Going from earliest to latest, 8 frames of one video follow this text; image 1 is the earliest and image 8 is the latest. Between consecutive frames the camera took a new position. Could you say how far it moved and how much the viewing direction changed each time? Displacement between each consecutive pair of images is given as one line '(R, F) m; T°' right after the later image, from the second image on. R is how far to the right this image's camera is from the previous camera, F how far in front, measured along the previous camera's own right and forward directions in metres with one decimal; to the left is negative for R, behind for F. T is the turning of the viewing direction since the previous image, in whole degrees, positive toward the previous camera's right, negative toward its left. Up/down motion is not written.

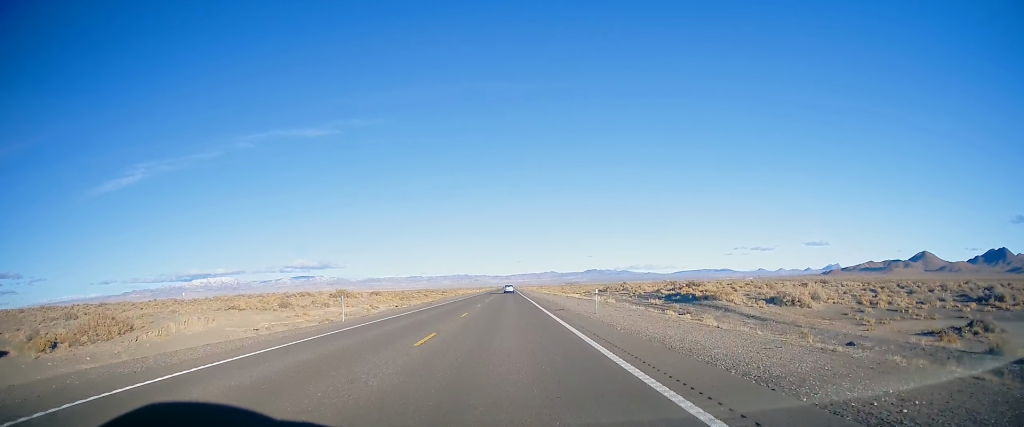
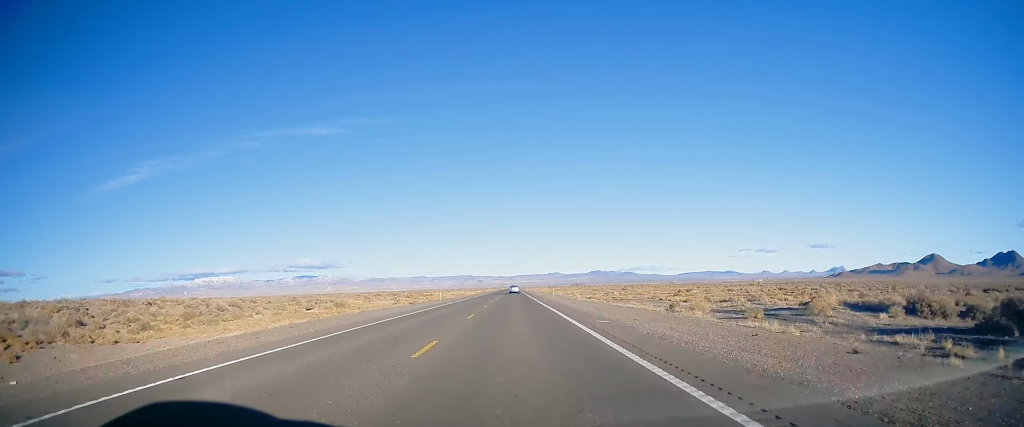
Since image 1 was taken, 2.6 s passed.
(-0.2, +86.7) m; -1°
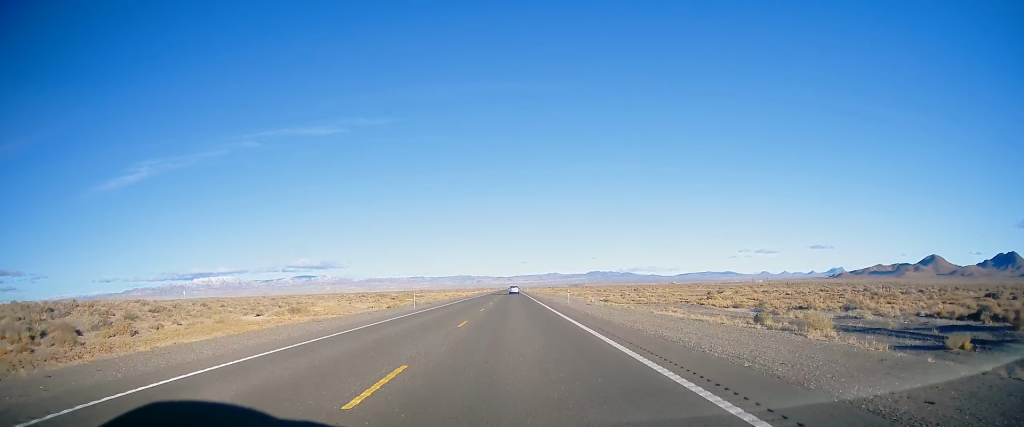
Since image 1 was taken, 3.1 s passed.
(-0.1, +16.3) m; 0°
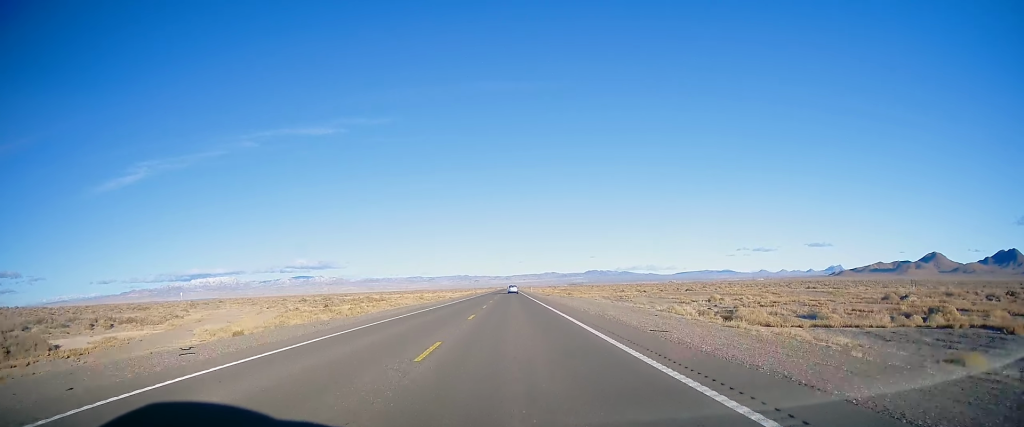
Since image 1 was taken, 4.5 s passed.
(+0.1, +44.7) m; +1°
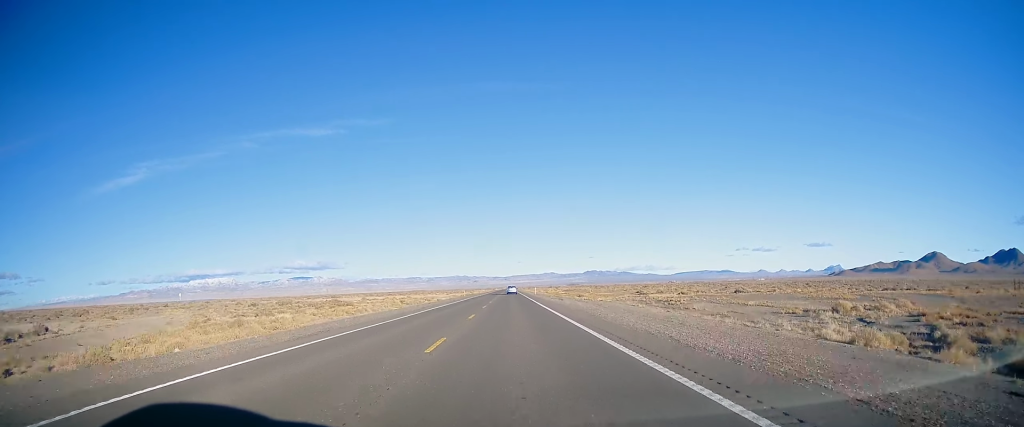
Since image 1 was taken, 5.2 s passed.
(+0.1, +22.8) m; 0°
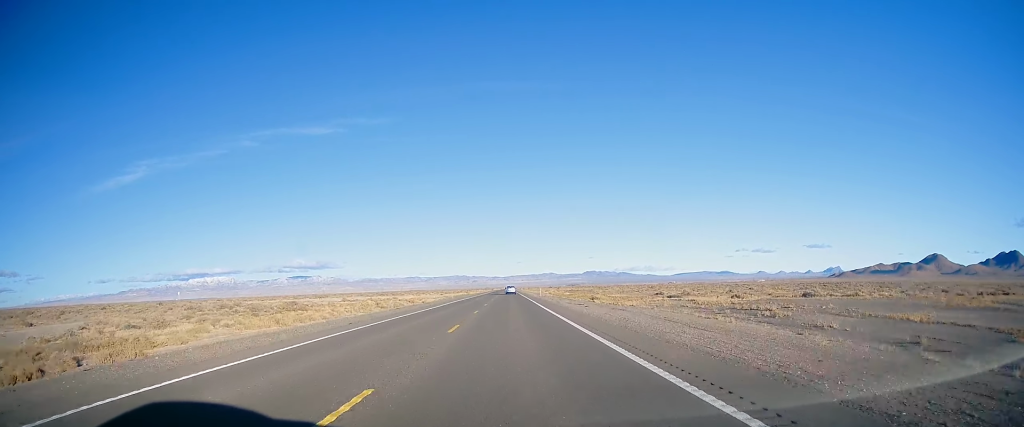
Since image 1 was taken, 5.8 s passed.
(0.0, +19.5) m; 0°
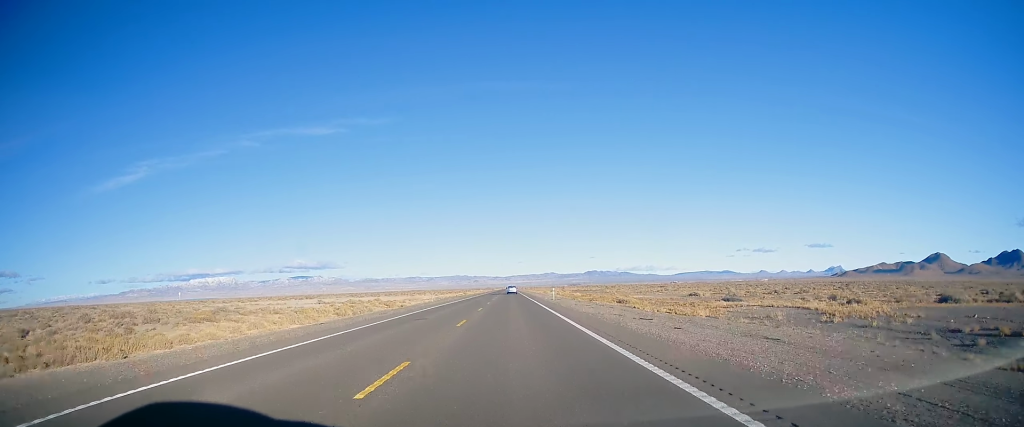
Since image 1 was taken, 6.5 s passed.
(-0.1, +21.6) m; 0°
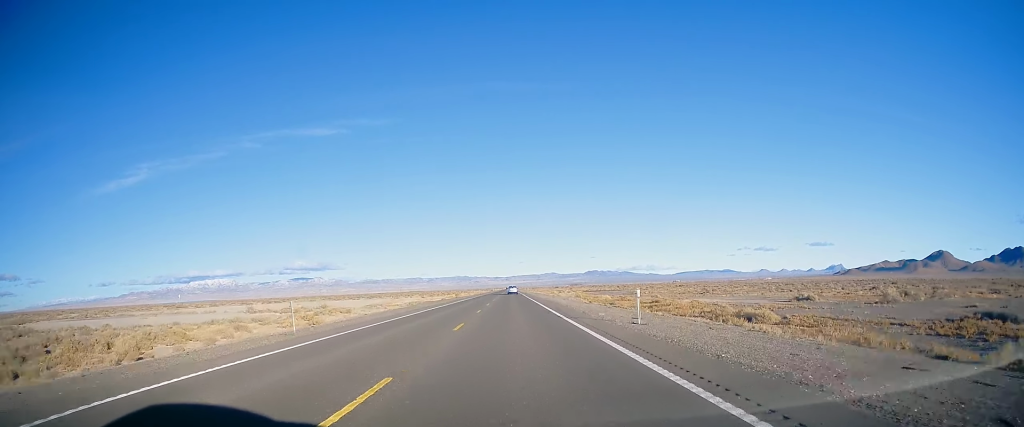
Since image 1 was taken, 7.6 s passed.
(0.0, +38.1) m; 0°
